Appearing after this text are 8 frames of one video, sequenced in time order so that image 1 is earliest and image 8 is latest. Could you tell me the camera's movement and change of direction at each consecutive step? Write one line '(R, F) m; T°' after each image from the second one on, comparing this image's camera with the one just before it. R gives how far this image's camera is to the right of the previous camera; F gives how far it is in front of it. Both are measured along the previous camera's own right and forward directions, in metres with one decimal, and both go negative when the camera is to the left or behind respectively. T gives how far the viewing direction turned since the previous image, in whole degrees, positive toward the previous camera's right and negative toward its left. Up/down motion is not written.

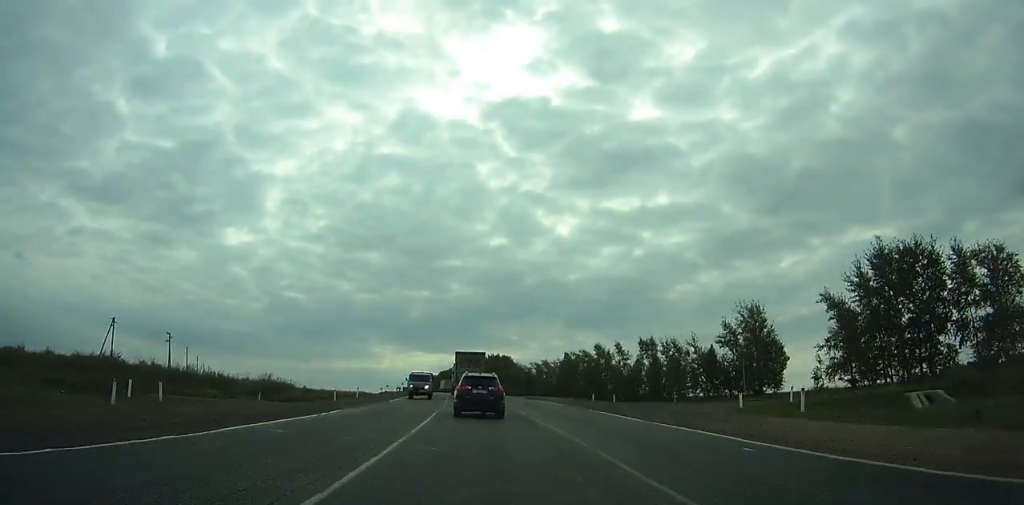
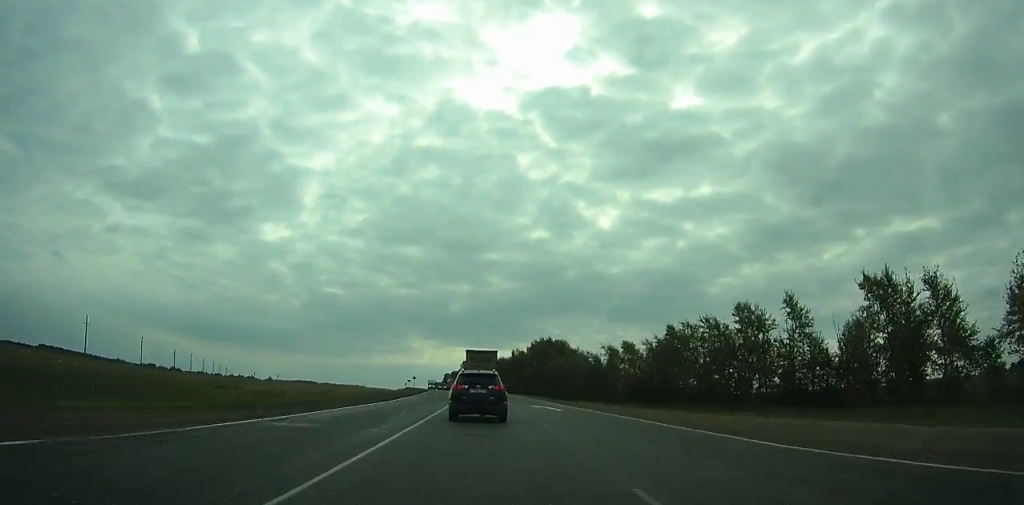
(-0.8, +63.1) m; -2°
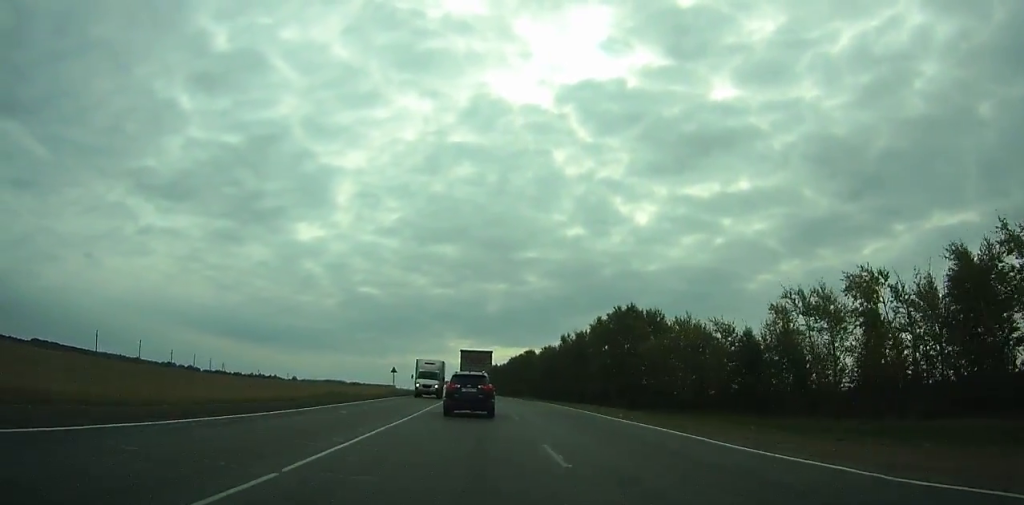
(-2.3, +68.0) m; -3°
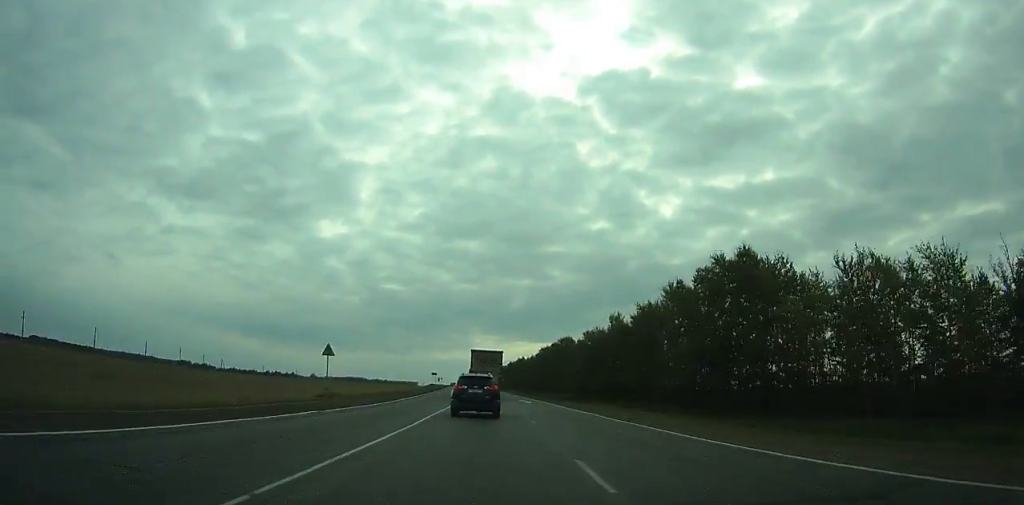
(-0.3, +37.9) m; -2°
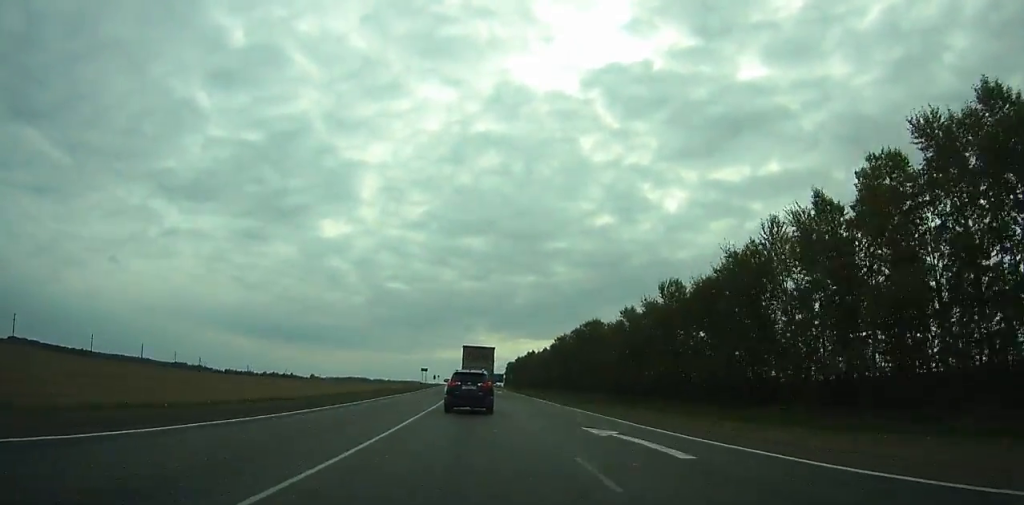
(-0.8, +34.5) m; -2°
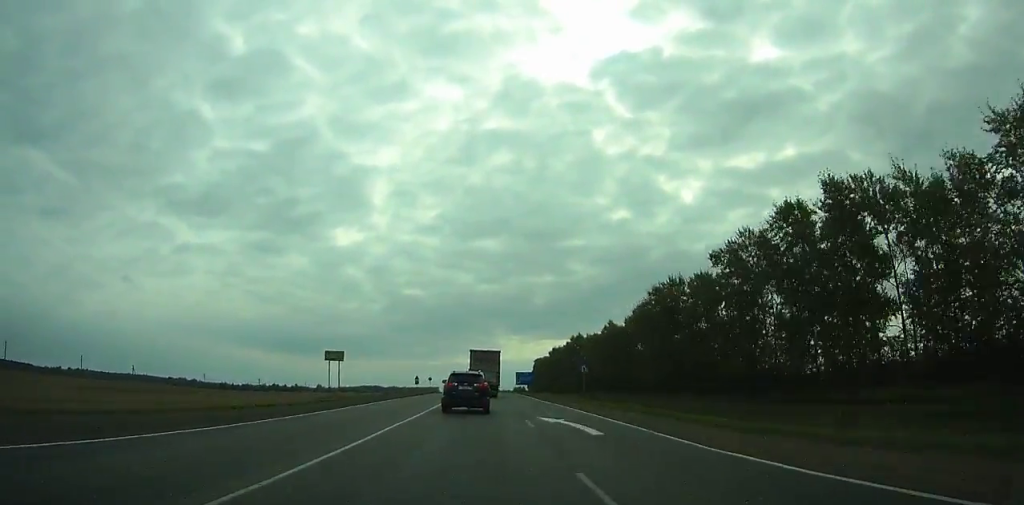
(-2.2, +83.3) m; -2°
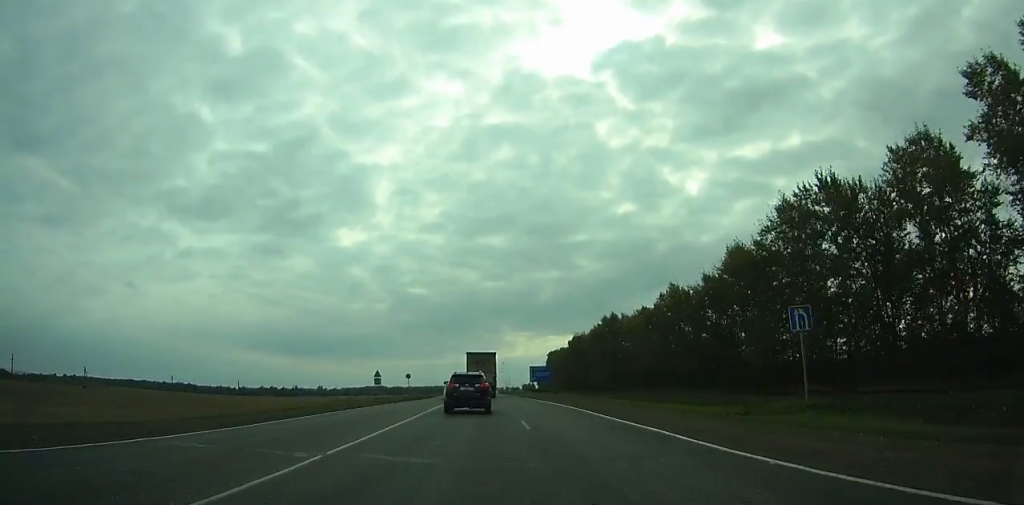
(-0.2, +38.4) m; -1°
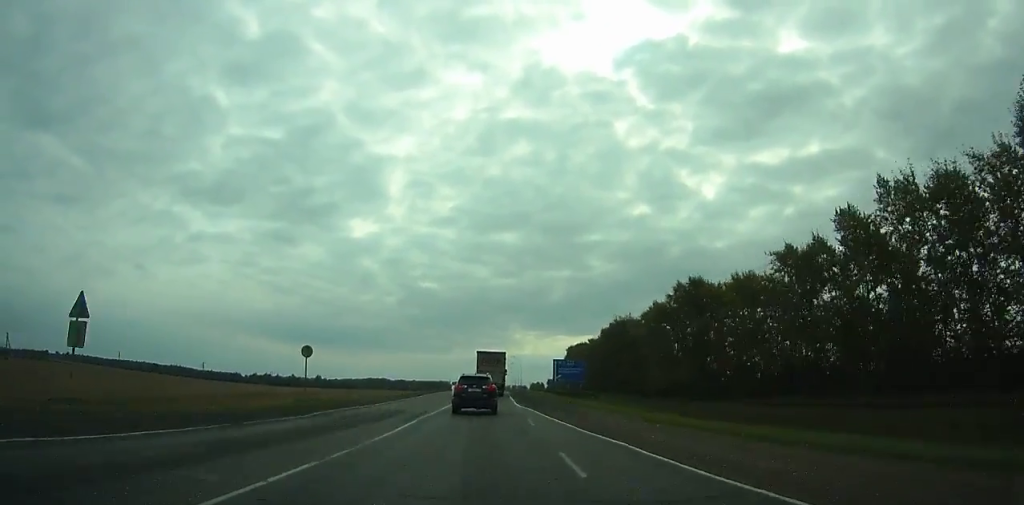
(-0.3, +45.7) m; -1°
